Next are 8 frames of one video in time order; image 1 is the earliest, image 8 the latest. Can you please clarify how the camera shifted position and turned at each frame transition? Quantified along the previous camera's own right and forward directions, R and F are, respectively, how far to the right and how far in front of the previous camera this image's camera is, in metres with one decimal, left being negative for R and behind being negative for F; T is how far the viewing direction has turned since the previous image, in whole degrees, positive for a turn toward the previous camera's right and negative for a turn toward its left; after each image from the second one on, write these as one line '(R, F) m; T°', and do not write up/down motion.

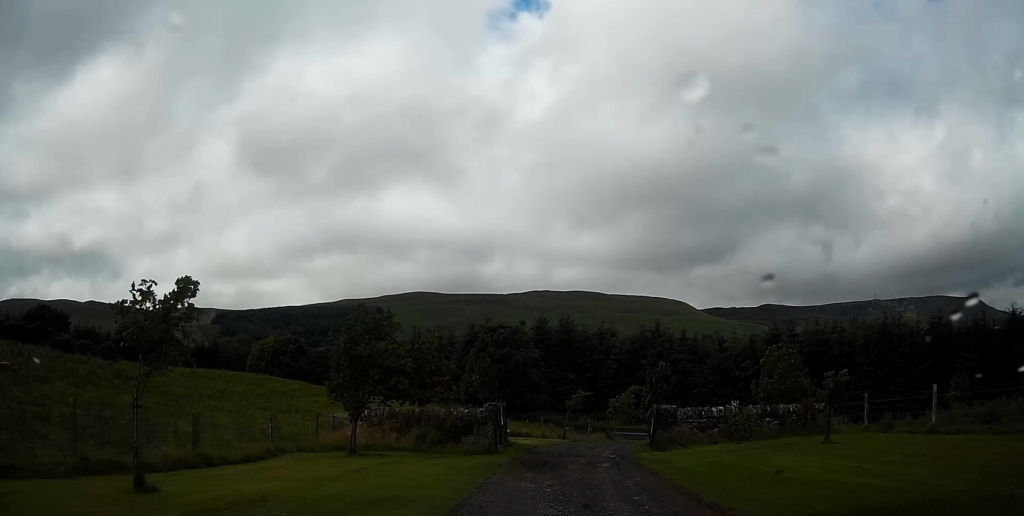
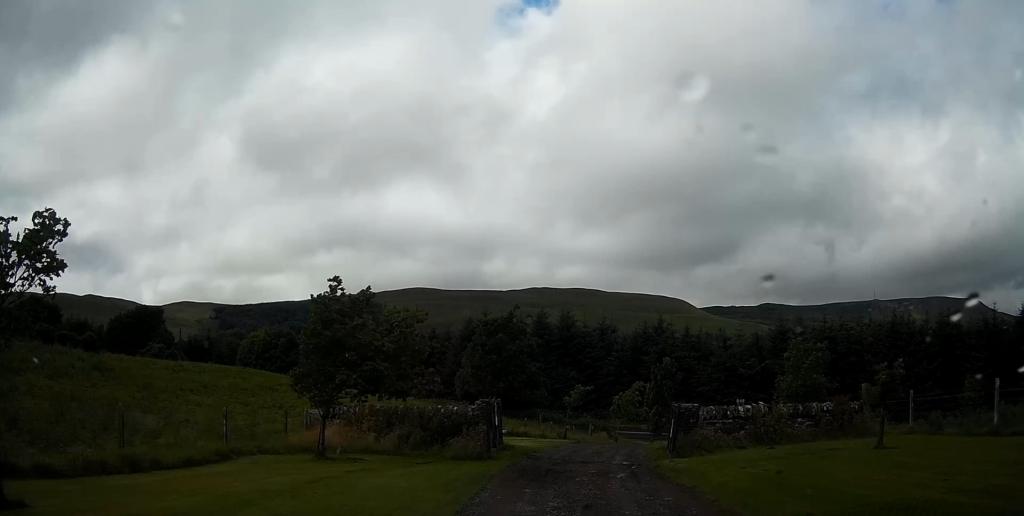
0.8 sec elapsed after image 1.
(0.0, +2.3) m; +2°
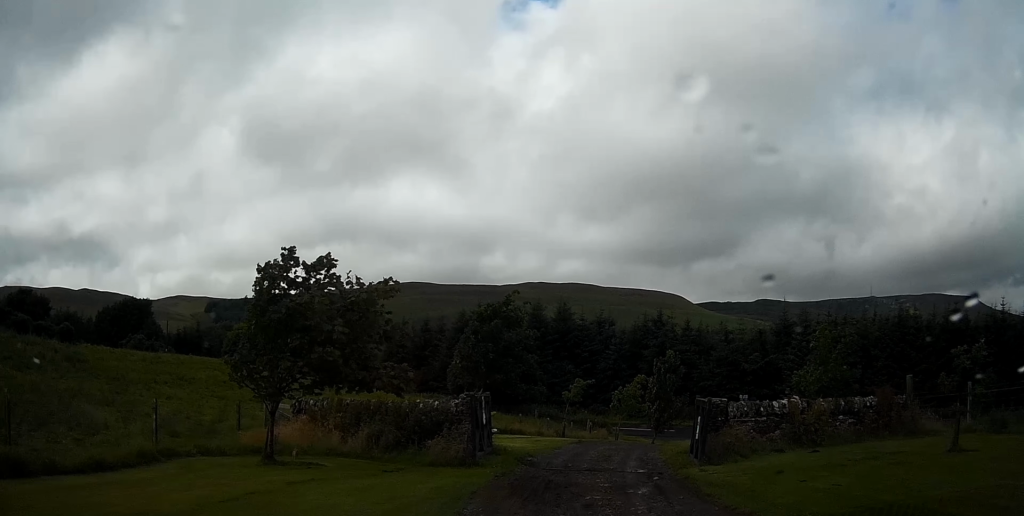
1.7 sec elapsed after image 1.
(+0.1, +2.9) m; +2°
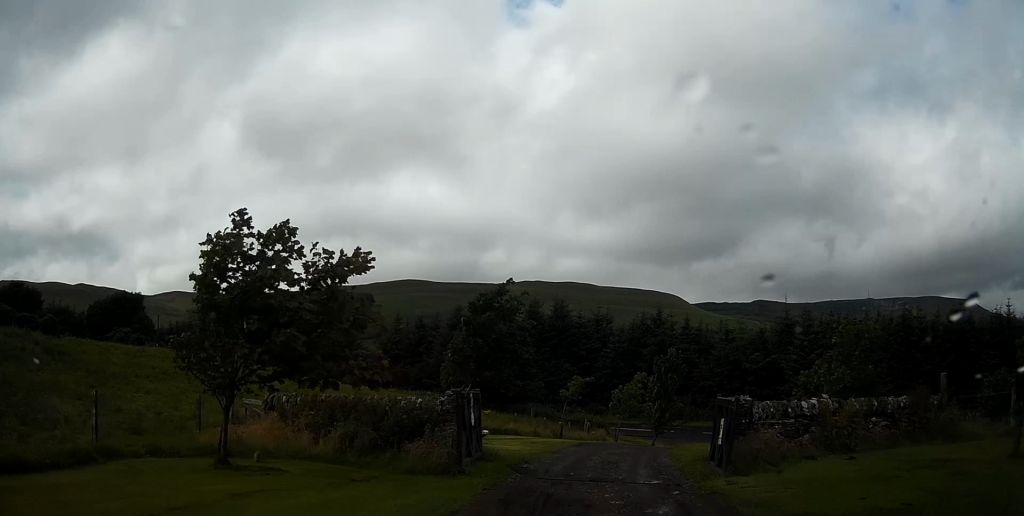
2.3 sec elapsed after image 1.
(0.0, +1.9) m; -1°
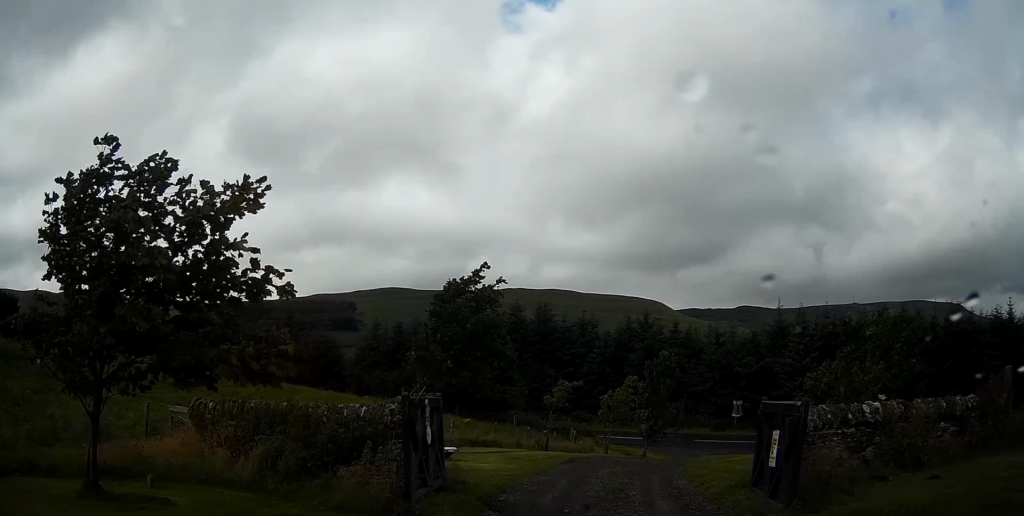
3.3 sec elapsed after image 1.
(-0.1, +3.5) m; -2°
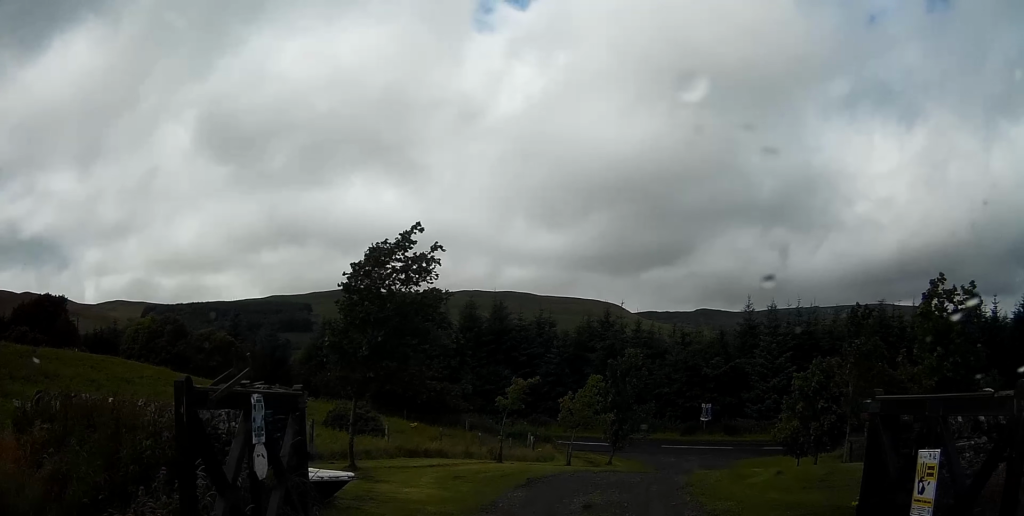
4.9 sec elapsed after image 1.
(0.0, +4.8) m; +3°
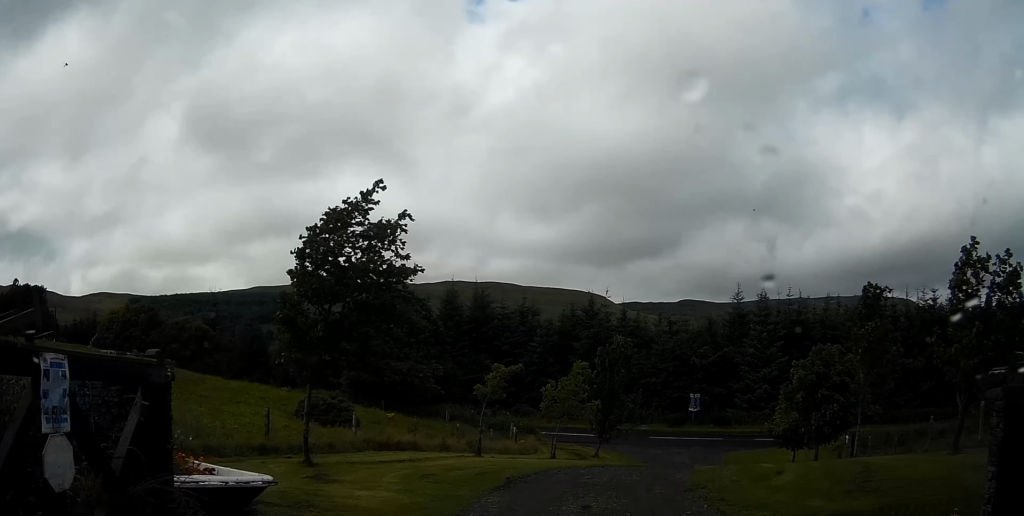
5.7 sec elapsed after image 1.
(0.0, +2.5) m; +3°
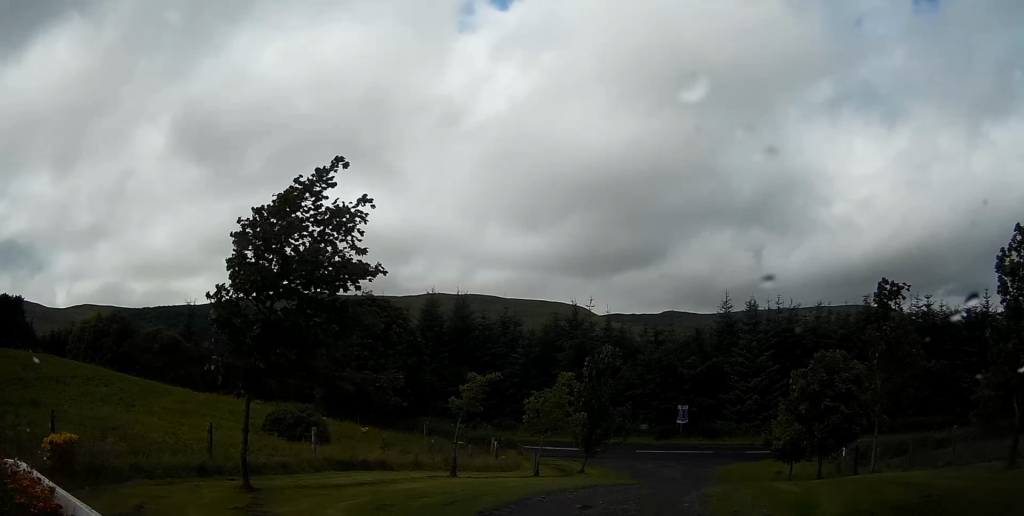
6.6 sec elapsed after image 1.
(+0.1, +2.5) m; +3°
